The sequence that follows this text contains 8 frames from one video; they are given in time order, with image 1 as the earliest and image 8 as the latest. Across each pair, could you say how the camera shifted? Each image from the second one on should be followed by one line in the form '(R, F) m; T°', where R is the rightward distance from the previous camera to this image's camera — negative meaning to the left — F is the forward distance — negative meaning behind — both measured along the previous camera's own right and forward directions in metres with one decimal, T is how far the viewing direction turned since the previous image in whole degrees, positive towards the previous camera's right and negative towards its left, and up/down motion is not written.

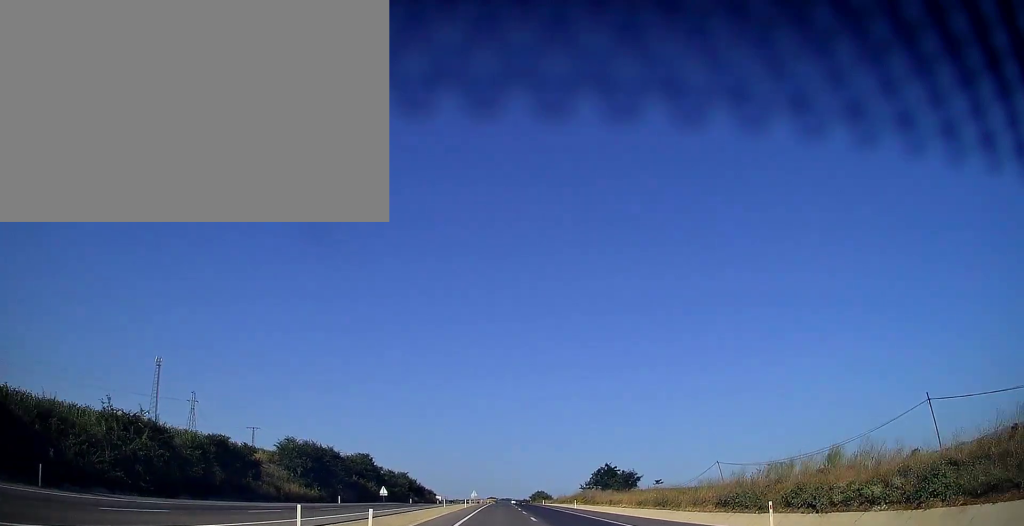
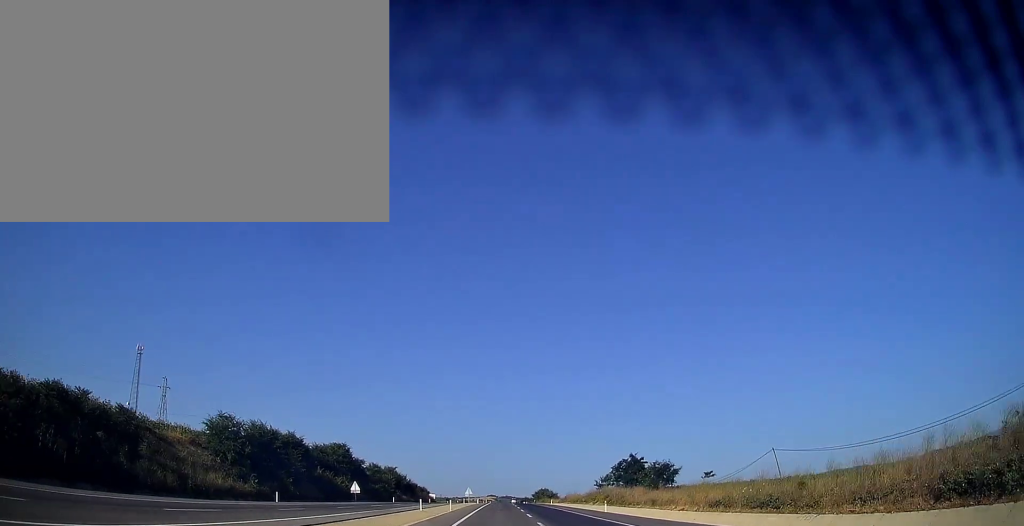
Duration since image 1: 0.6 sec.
(+0.1, +18.7) m; 0°
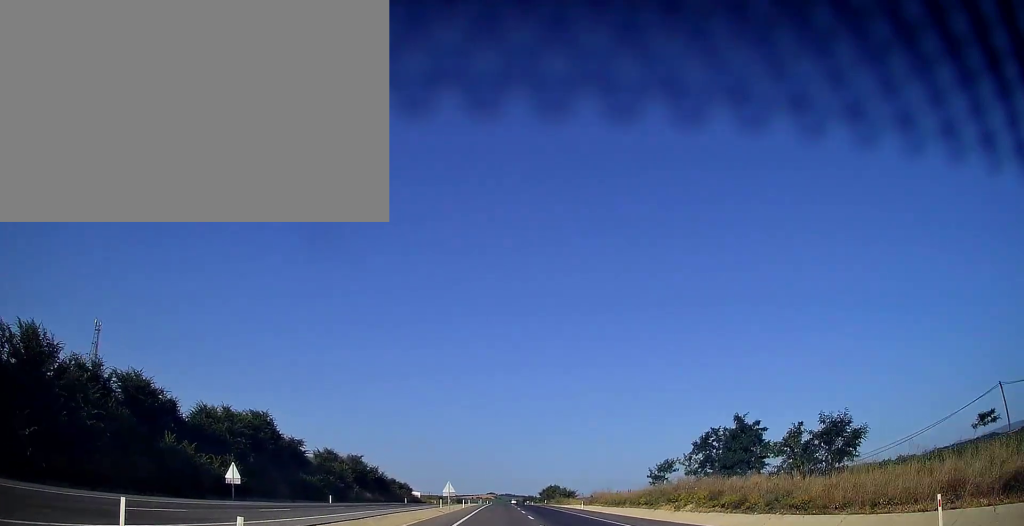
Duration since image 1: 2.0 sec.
(-0.2, +39.3) m; 0°
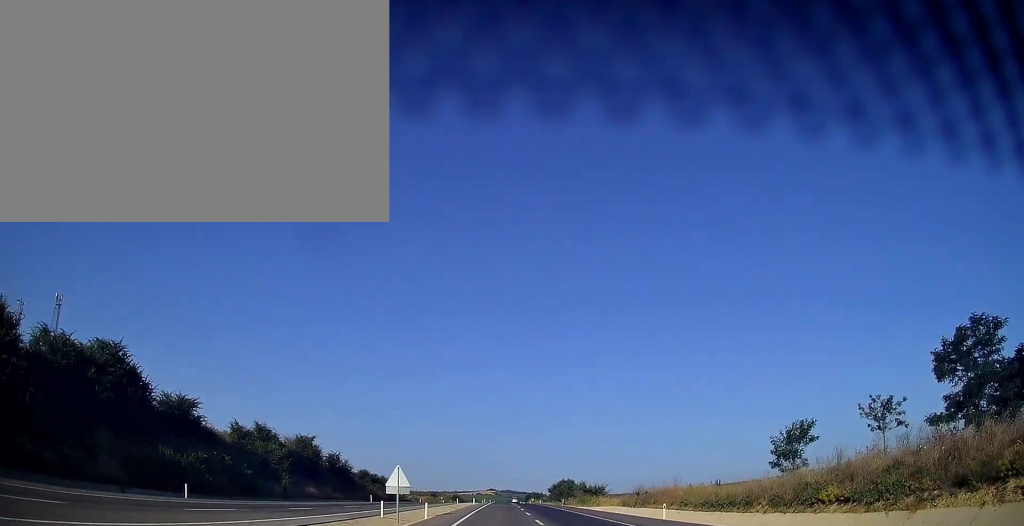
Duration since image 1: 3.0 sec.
(0.0, +30.5) m; 0°
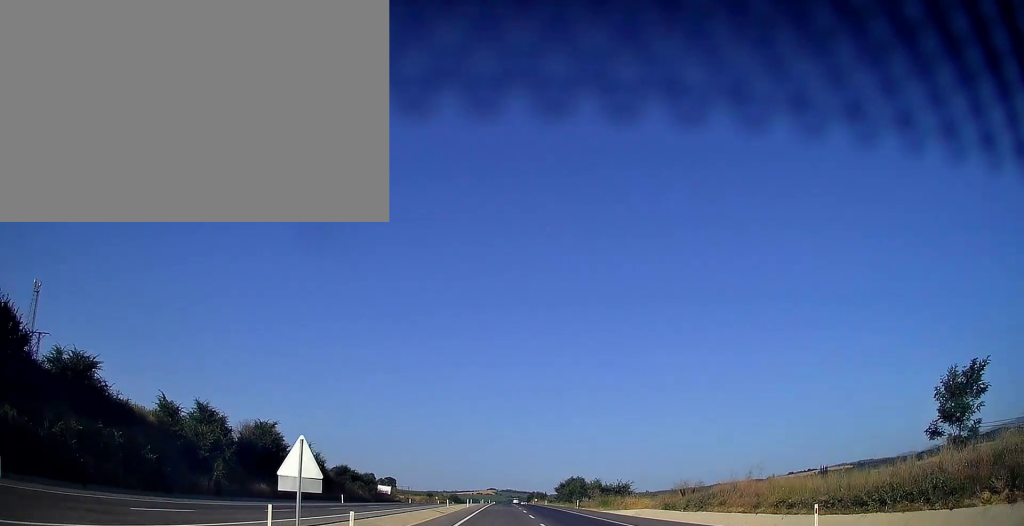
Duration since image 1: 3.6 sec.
(+0.1, +16.7) m; 0°
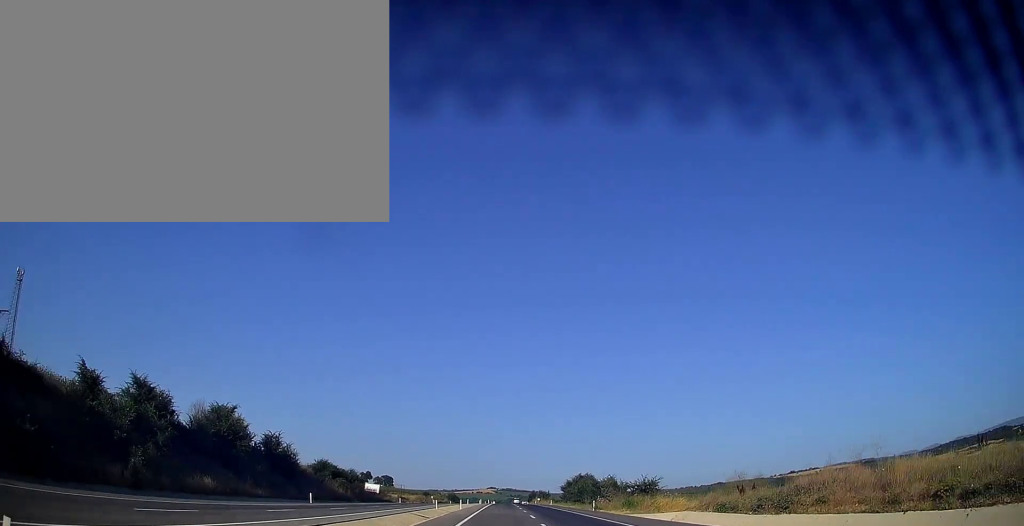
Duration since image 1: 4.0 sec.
(-0.1, +11.8) m; 0°
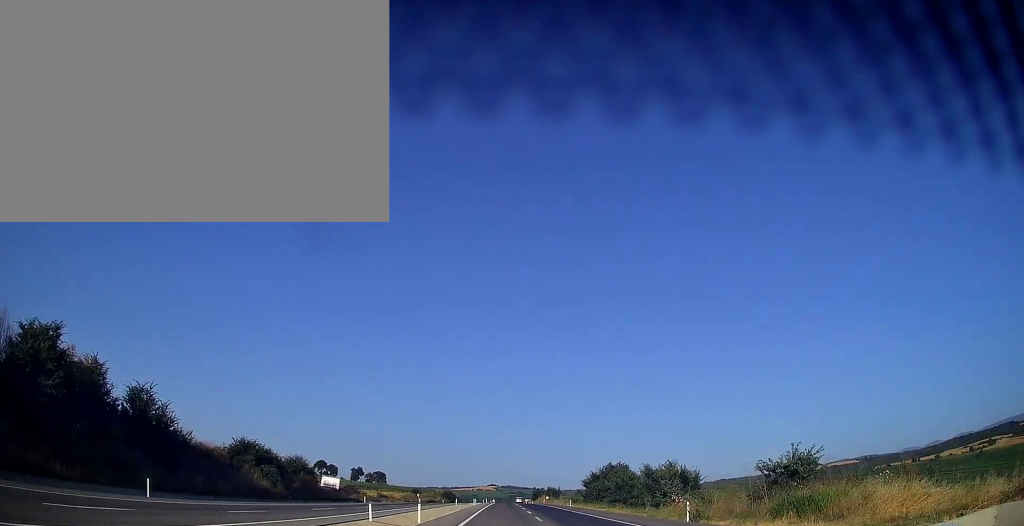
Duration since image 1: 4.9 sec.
(-0.1, +28.5) m; 0°
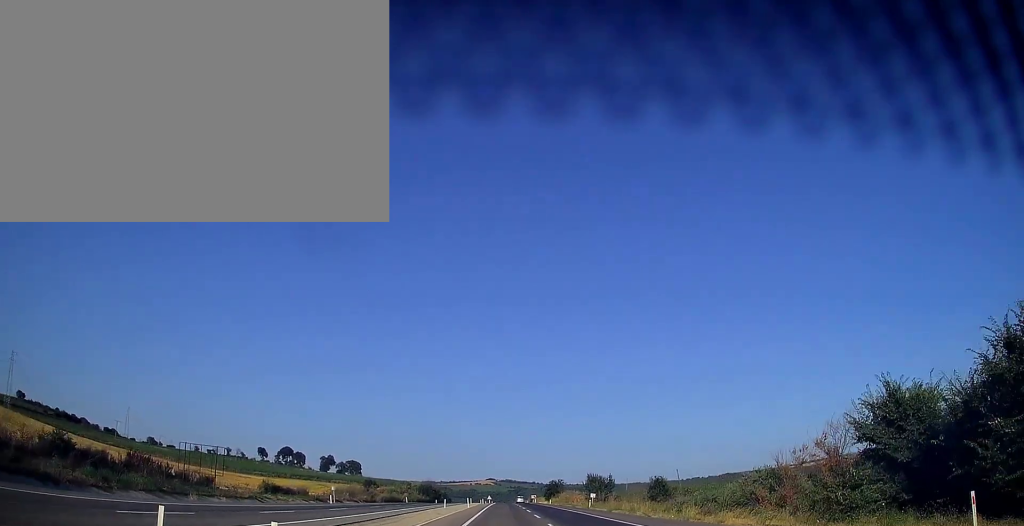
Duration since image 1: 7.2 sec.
(+0.2, +67.9) m; 0°
